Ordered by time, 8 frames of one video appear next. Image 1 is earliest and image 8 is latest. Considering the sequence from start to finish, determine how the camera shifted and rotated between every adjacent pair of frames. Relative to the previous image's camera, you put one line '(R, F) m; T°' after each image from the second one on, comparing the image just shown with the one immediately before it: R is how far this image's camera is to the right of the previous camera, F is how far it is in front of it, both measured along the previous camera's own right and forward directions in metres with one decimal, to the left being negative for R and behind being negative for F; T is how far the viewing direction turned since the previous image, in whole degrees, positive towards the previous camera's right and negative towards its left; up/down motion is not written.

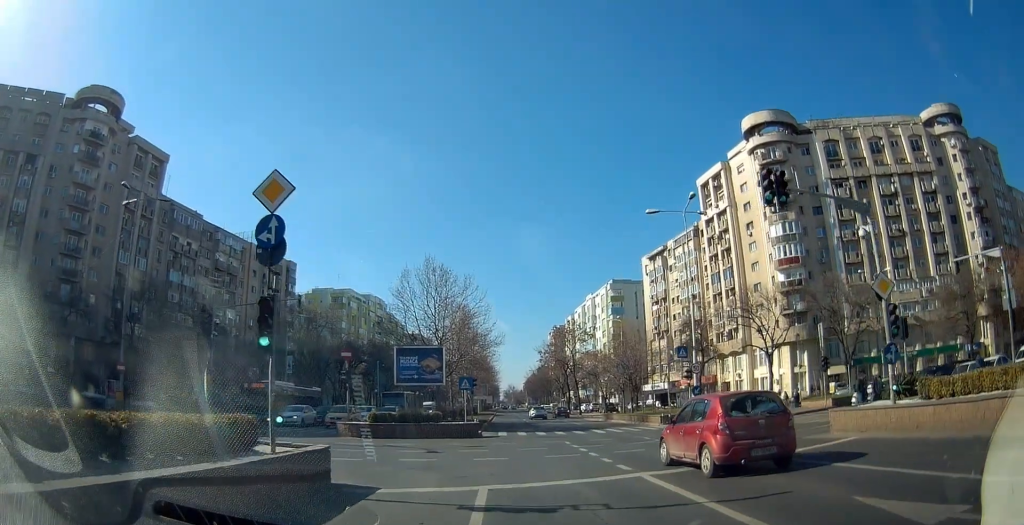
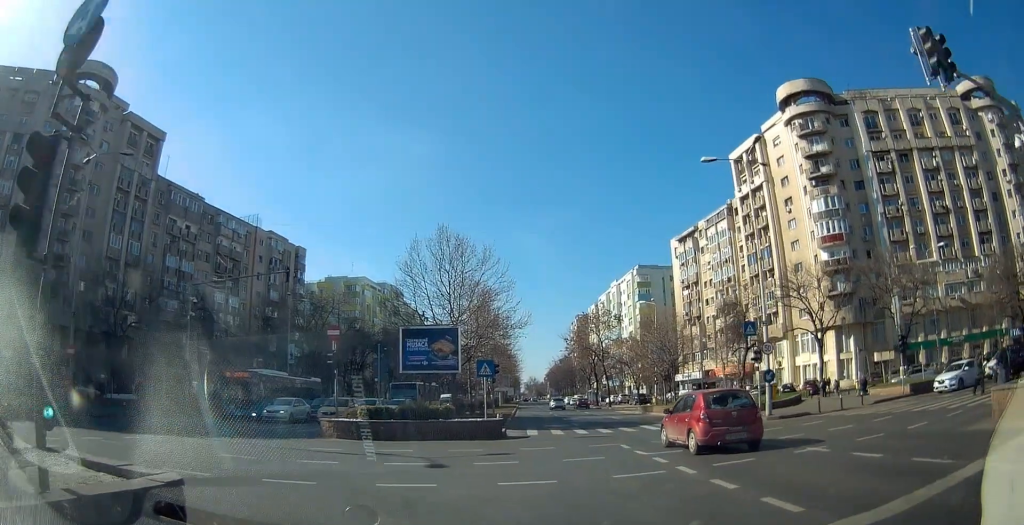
(-0.1, +6.6) m; -5°
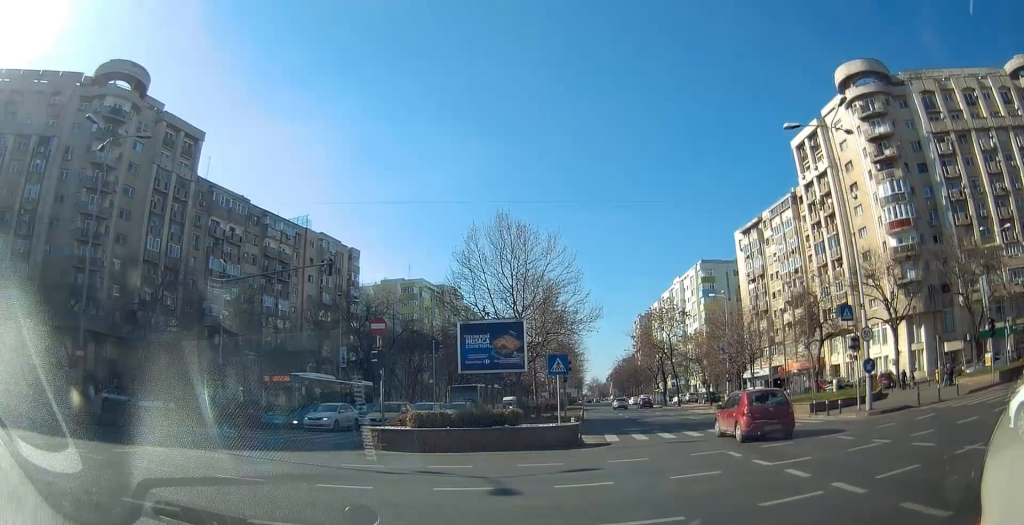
(-0.2, +3.6) m; -10°
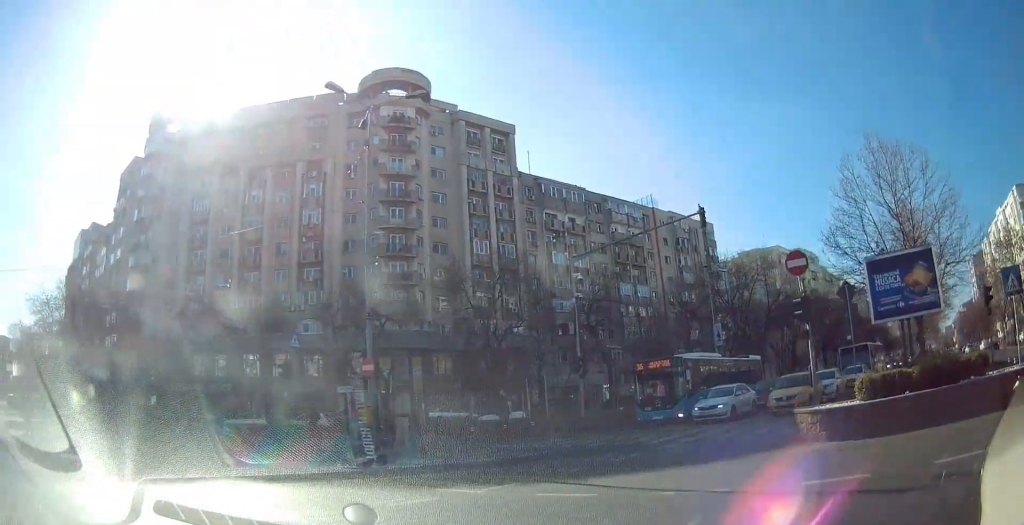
(-1.3, +5.5) m; -33°
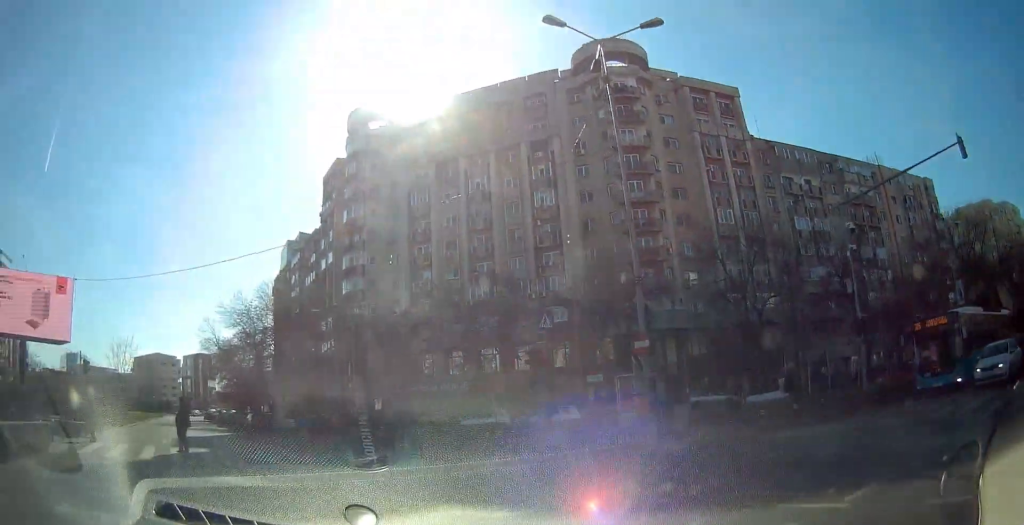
(-0.5, +3.2) m; -21°
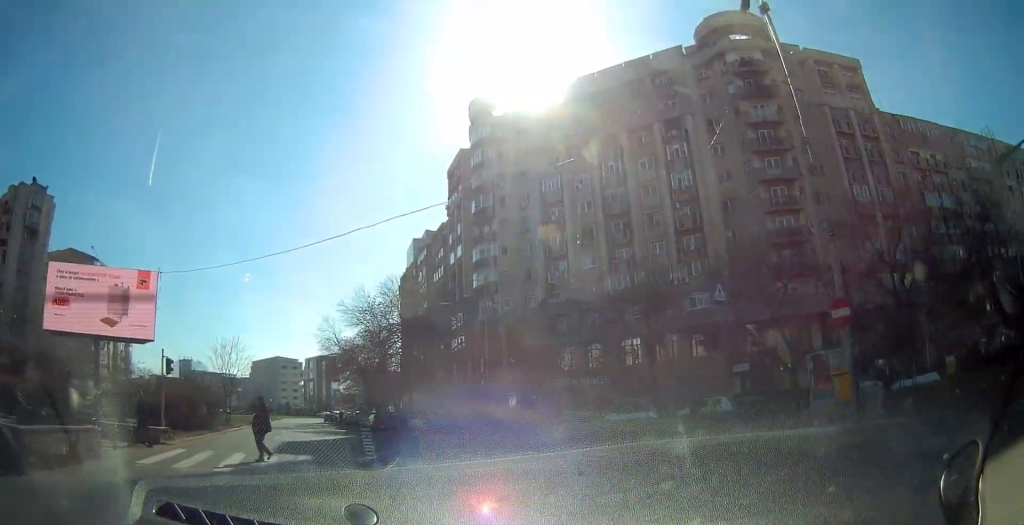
(-0.6, +3.1) m; -12°
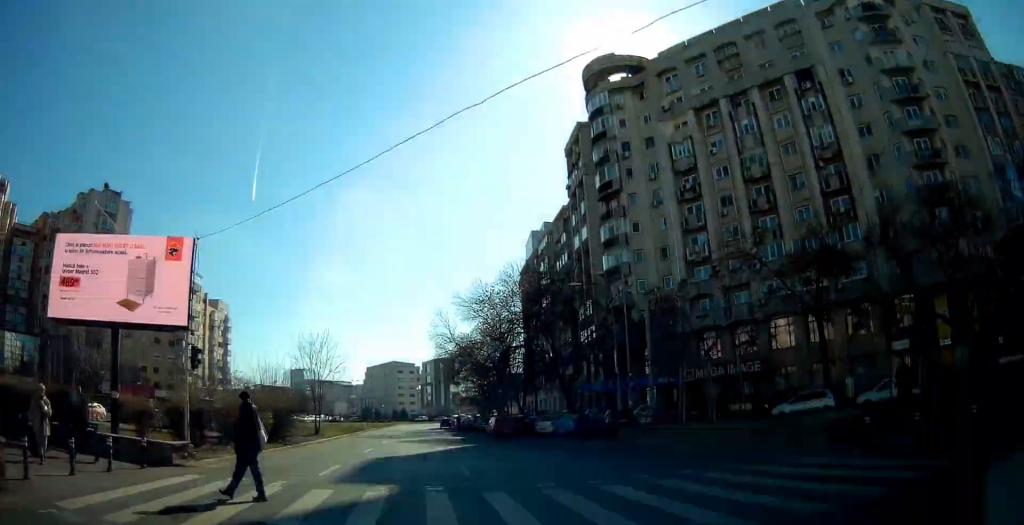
(-1.0, +7.1) m; -9°
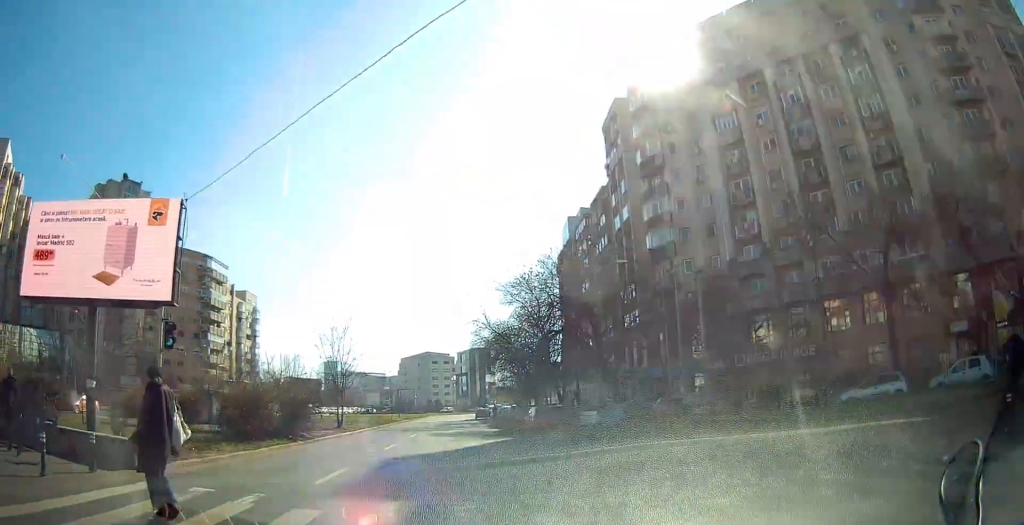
(-0.1, +3.4) m; -1°
